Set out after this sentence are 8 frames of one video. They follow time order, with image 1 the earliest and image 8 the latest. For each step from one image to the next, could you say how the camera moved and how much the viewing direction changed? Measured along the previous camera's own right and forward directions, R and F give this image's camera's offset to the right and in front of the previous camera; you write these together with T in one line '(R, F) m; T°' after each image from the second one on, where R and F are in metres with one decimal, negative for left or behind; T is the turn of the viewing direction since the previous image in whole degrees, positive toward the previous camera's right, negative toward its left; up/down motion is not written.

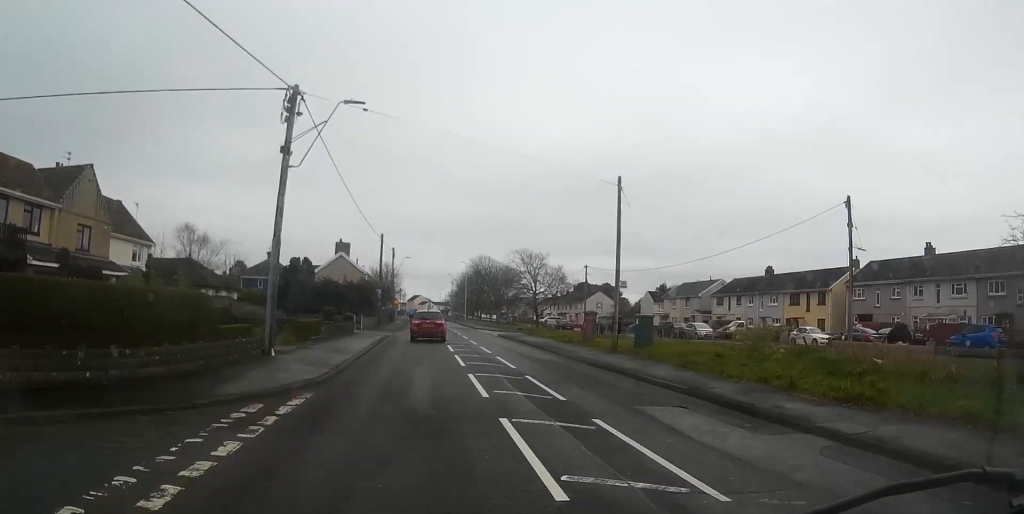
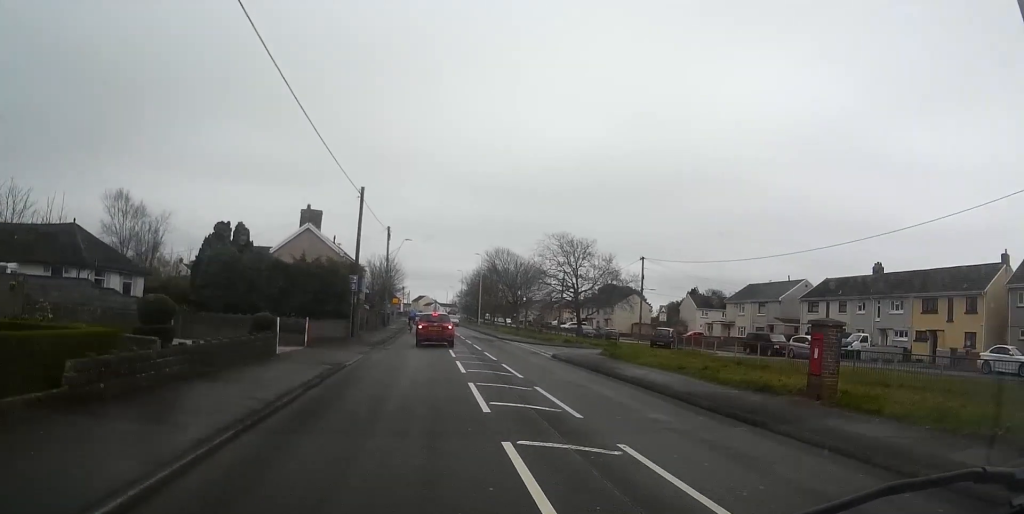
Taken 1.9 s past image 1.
(-0.3, +19.3) m; 0°
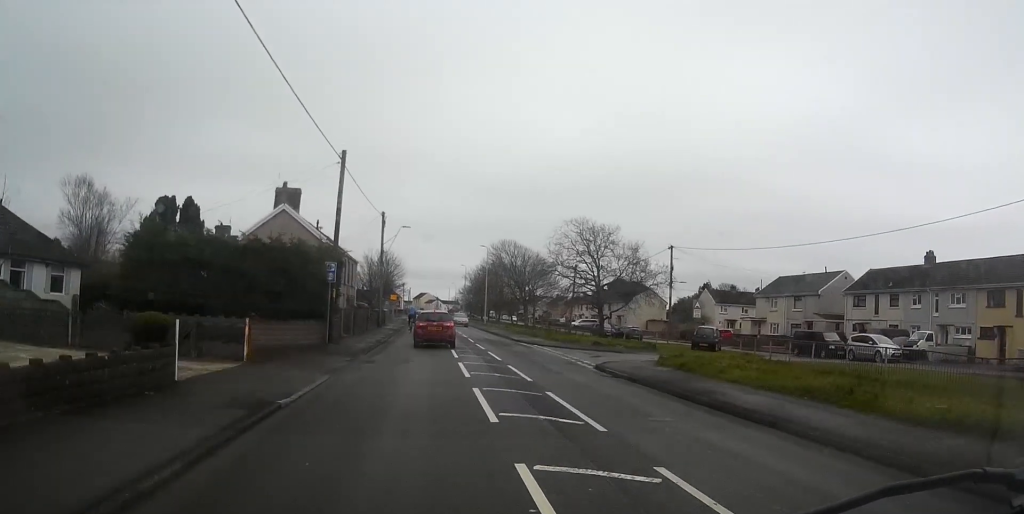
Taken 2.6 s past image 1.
(+0.1, +7.2) m; 0°
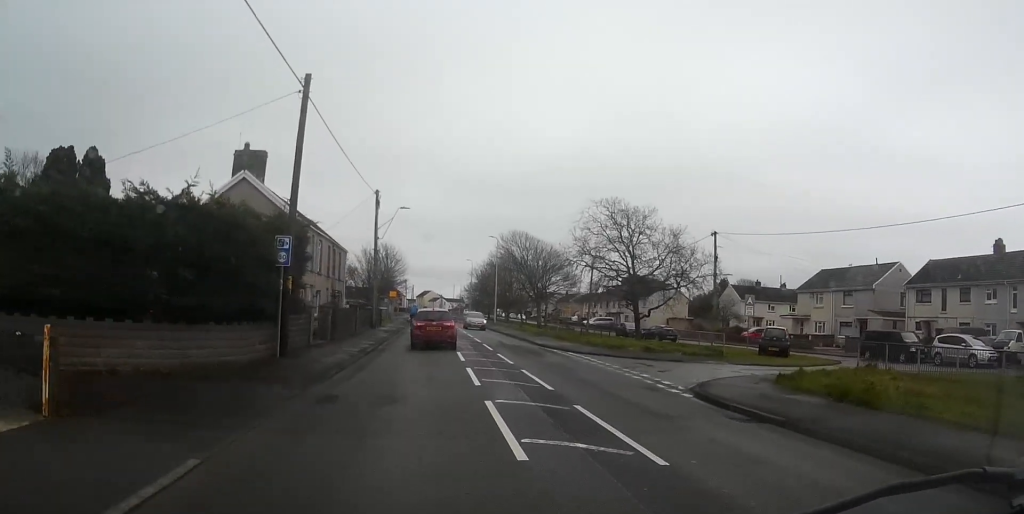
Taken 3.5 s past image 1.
(-0.1, +8.1) m; -1°
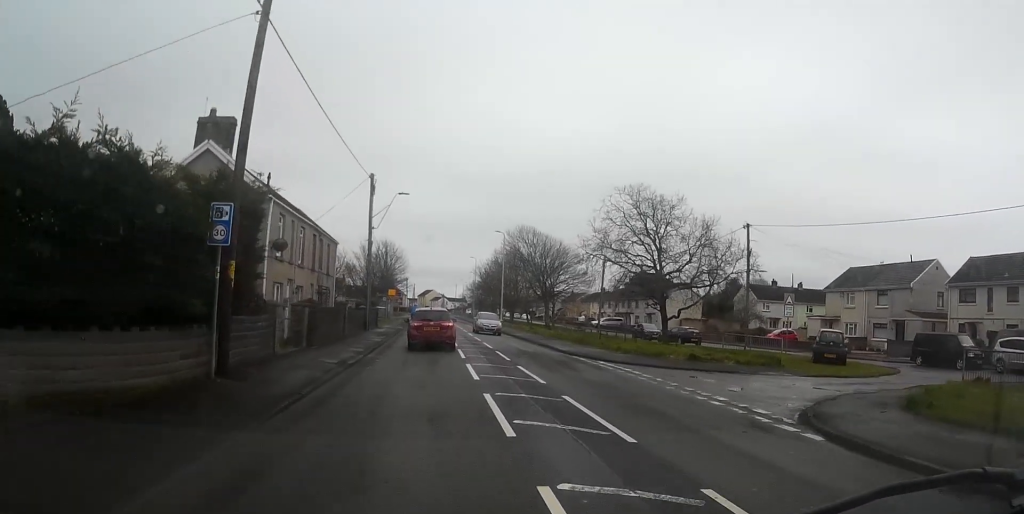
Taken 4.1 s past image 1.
(0.0, +4.9) m; -1°
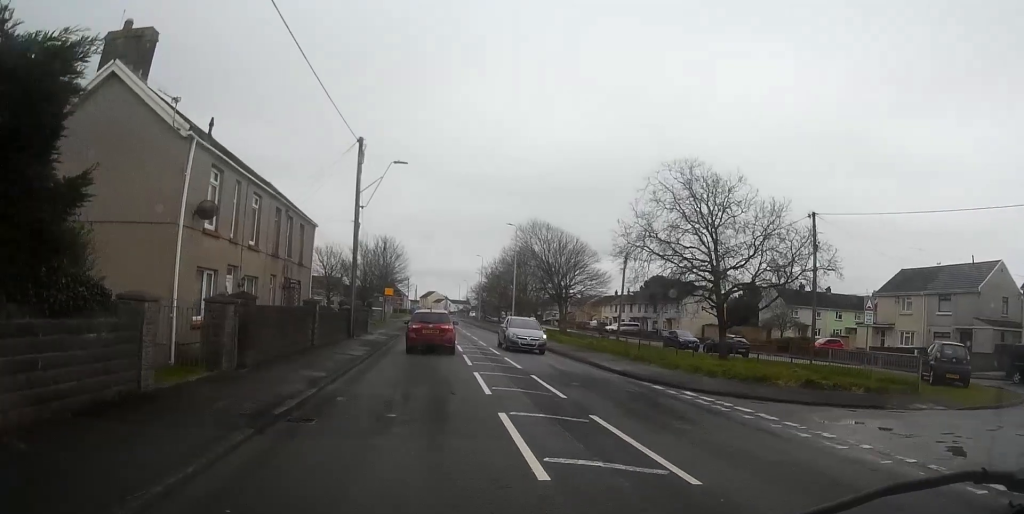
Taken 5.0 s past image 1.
(-0.1, +7.9) m; -1°
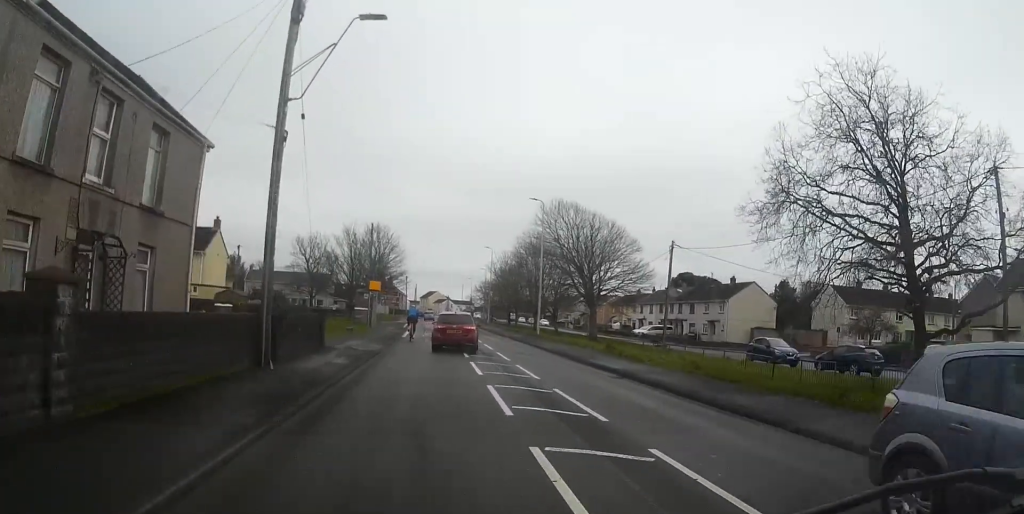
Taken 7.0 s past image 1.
(+0.5, +14.2) m; +4°
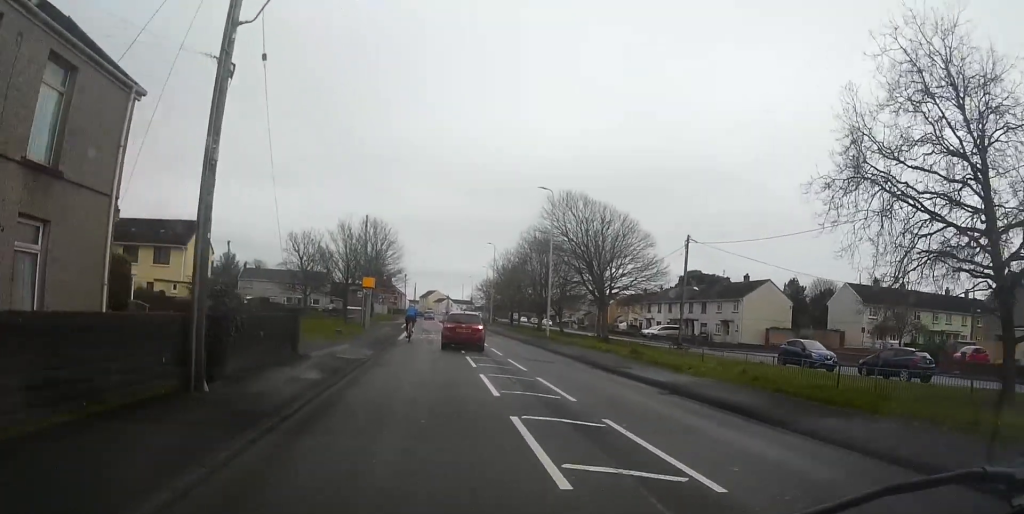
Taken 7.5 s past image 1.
(0.0, +3.7) m; +1°
